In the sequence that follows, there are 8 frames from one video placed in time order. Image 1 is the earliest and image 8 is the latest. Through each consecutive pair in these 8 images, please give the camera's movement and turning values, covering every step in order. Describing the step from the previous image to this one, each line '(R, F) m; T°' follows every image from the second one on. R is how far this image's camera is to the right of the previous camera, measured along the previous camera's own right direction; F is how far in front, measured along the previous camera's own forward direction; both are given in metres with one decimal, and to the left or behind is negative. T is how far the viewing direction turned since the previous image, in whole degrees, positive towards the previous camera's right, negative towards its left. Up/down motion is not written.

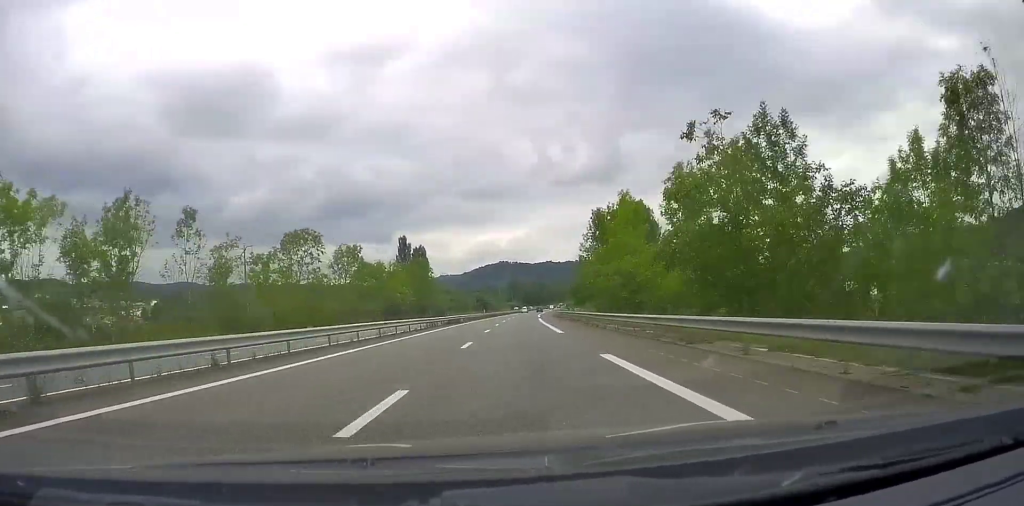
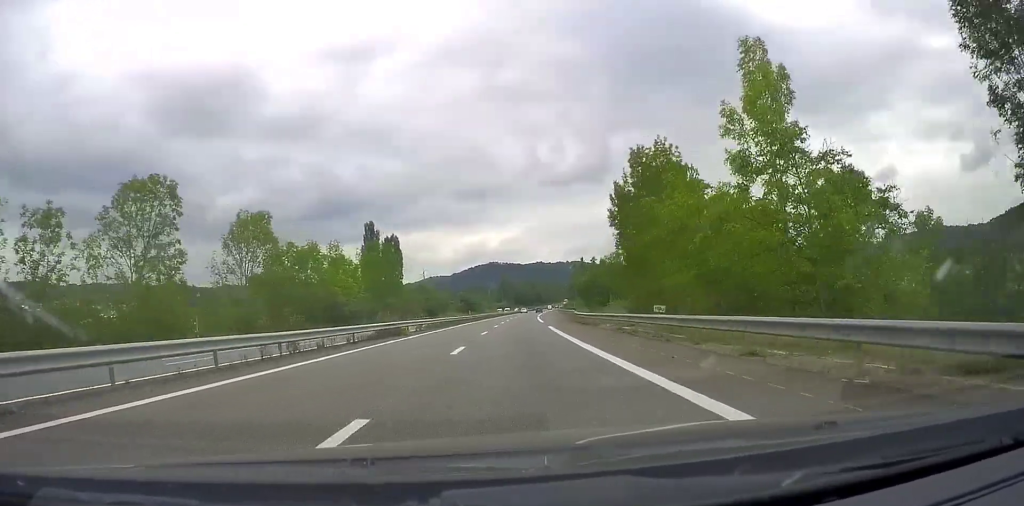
(+0.6, +30.6) m; +2°
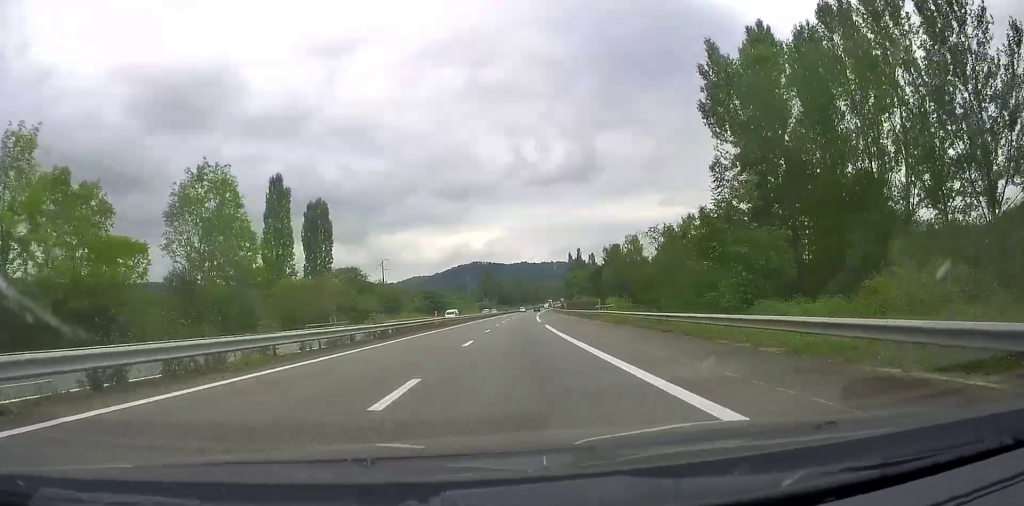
(+1.0, +51.7) m; +1°
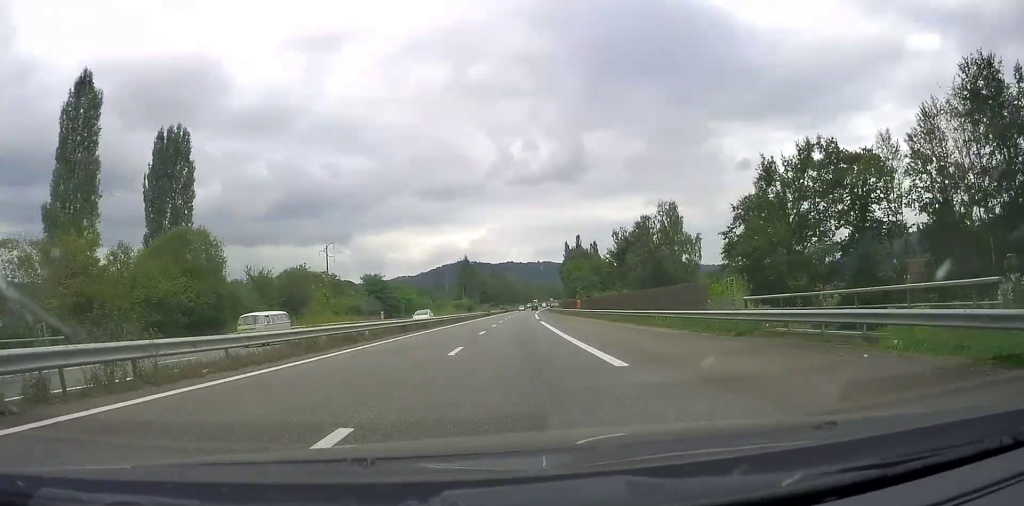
(0.0, +40.4) m; +1°
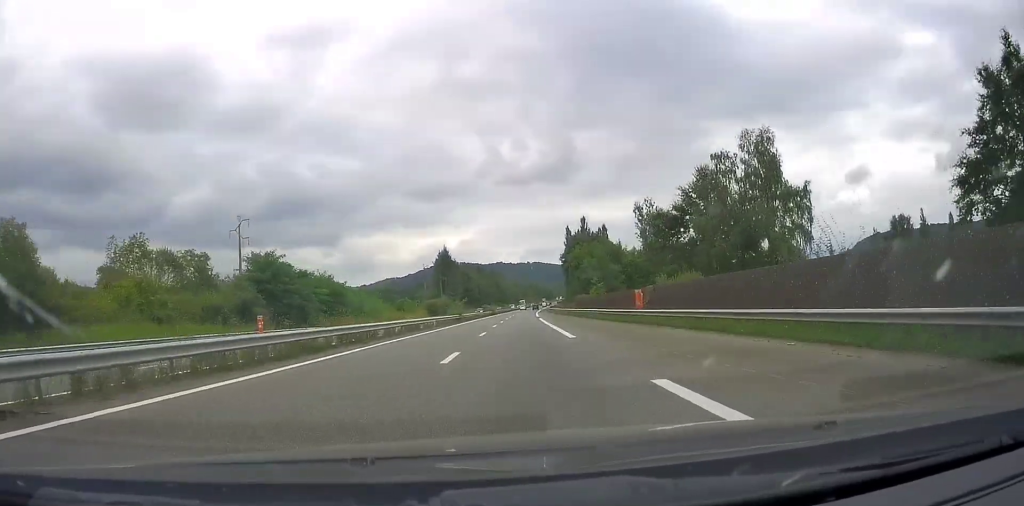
(+0.7, +38.9) m; +2°
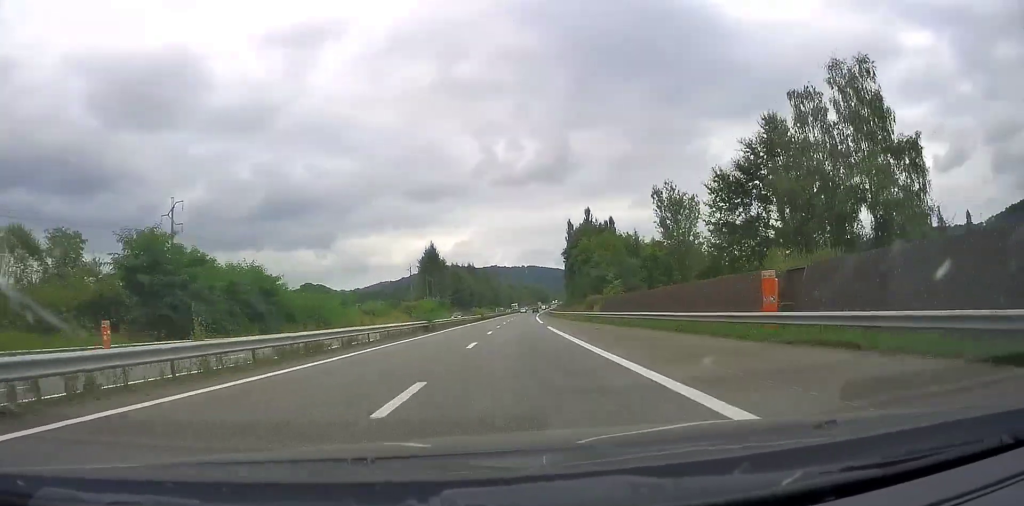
(+0.2, +19.0) m; +1°
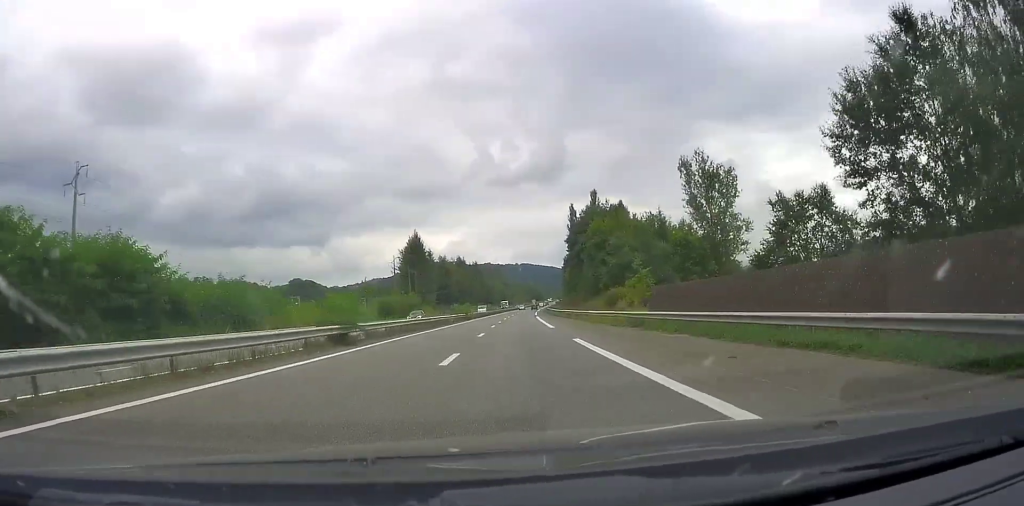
(0.0, +19.4) m; 0°
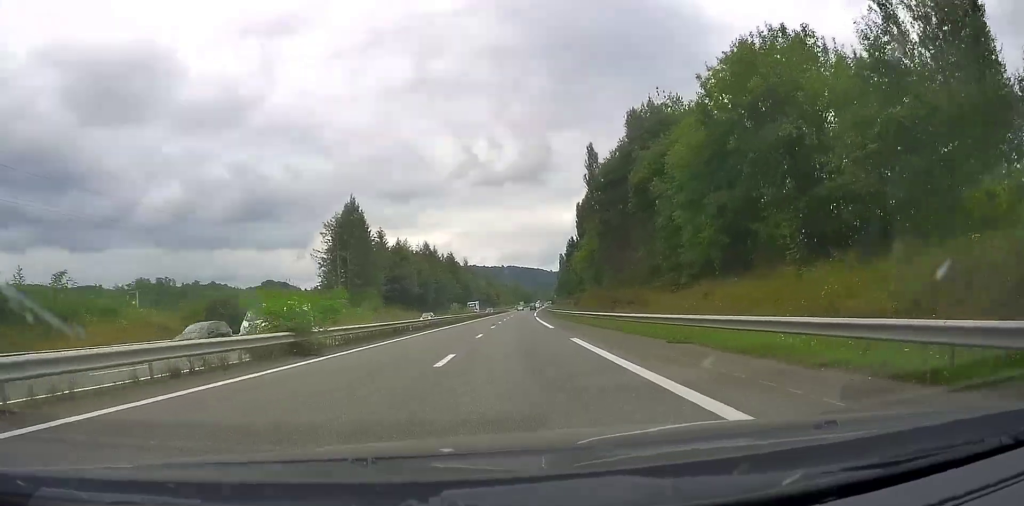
(+0.5, +51.5) m; +1°
